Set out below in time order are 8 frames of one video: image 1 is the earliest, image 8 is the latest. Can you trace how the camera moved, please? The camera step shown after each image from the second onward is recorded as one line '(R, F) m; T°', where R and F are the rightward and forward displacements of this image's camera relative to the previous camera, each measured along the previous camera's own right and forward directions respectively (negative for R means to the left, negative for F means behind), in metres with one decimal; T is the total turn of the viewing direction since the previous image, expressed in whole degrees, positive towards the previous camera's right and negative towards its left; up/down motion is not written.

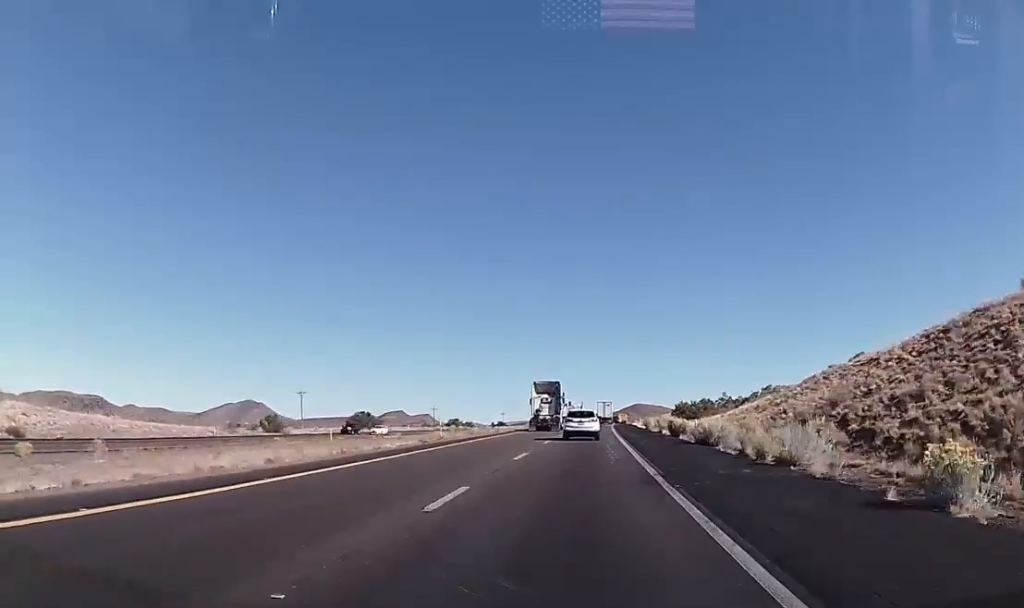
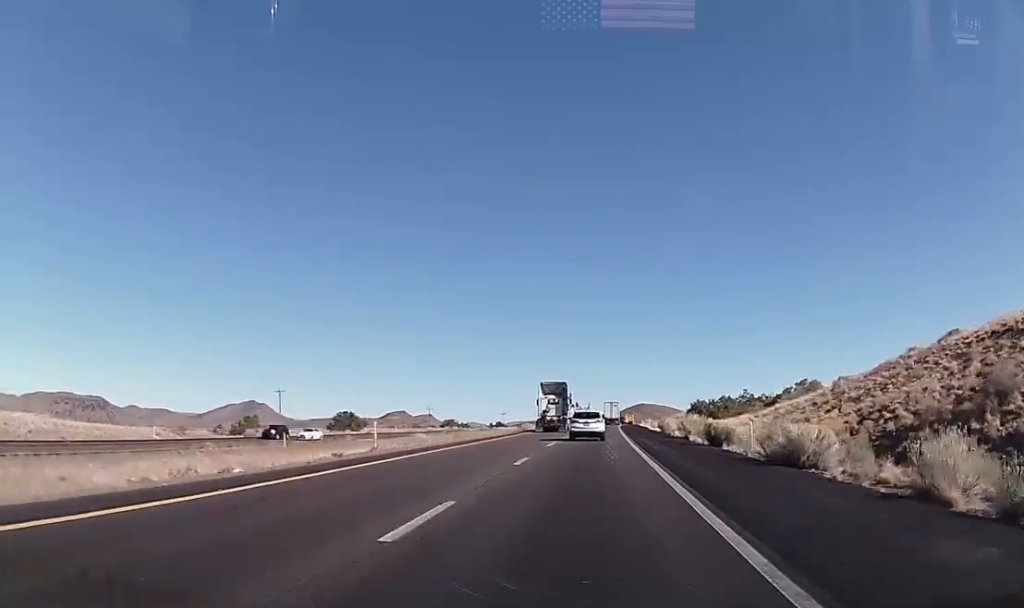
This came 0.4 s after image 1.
(+0.1, +14.4) m; 0°
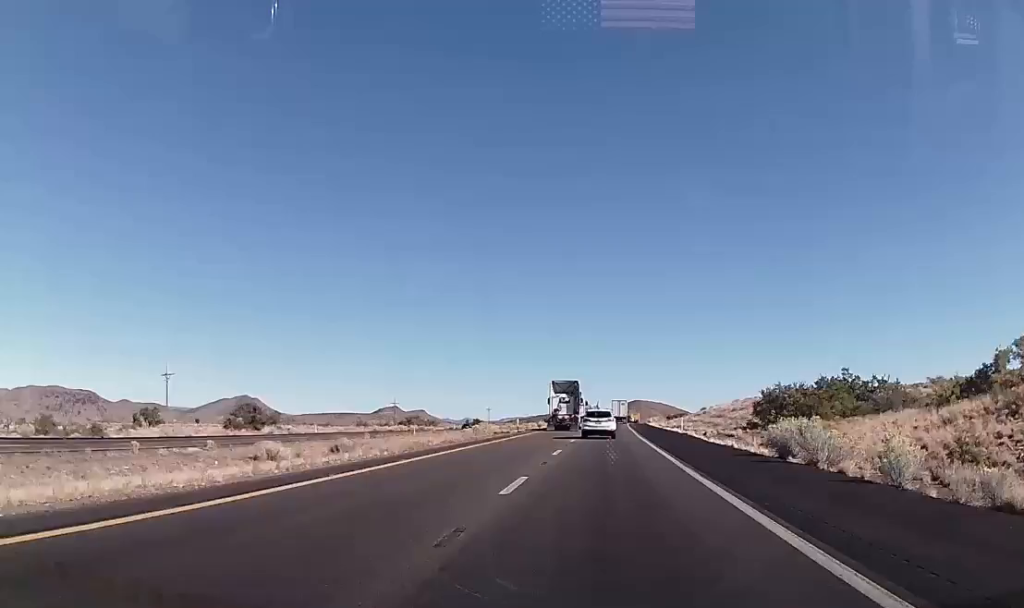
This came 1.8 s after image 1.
(-0.7, +44.5) m; -1°
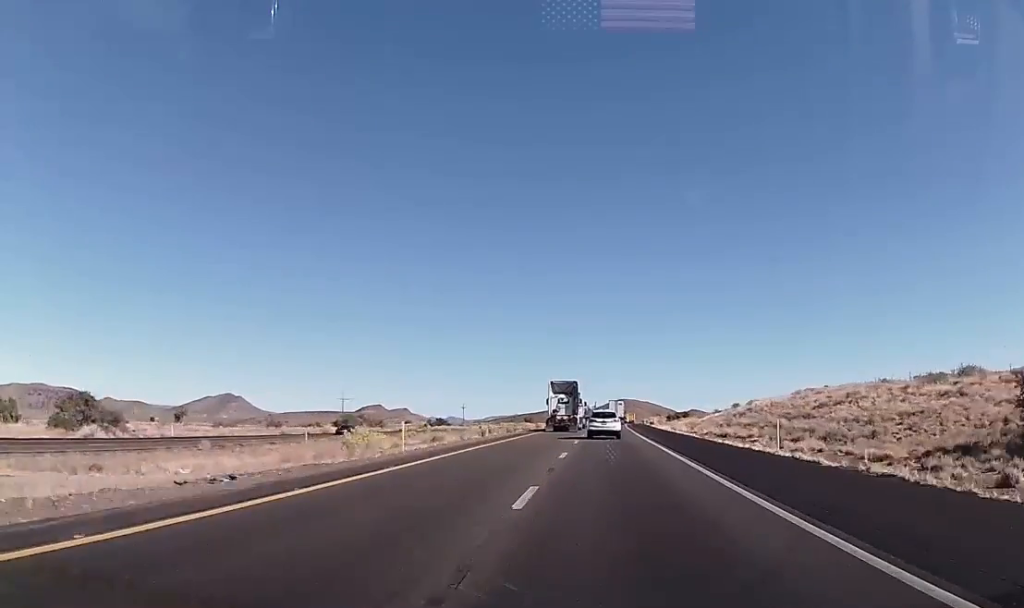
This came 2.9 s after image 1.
(+0.4, +38.9) m; +1°
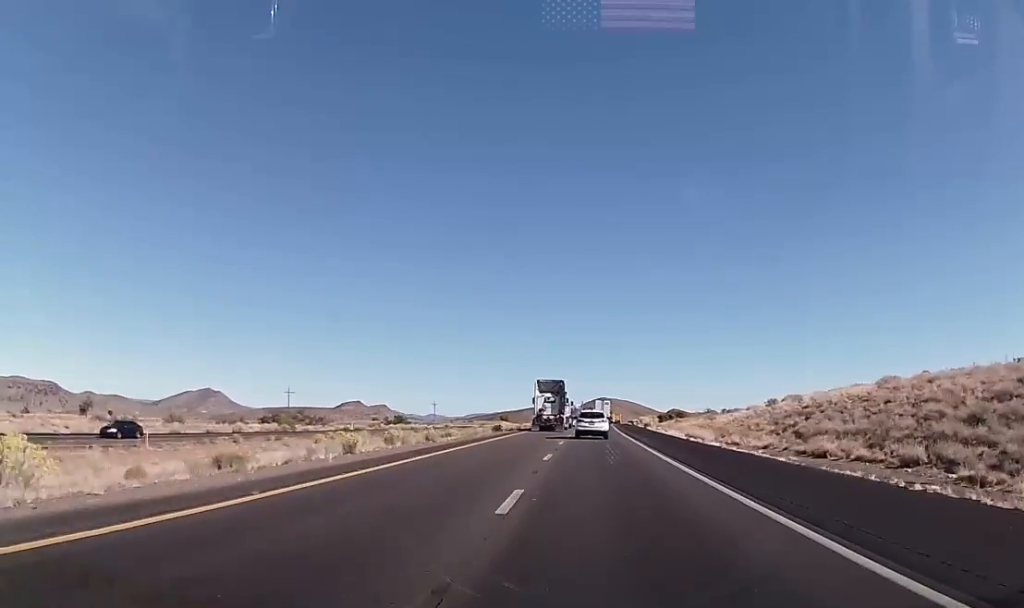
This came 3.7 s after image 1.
(+0.2, +25.5) m; 0°
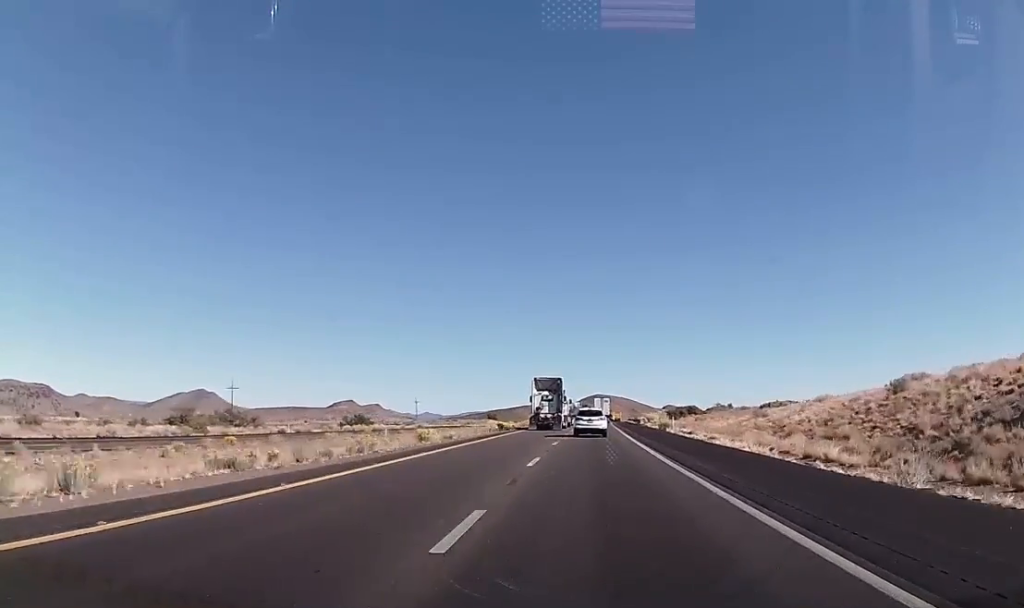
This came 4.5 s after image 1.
(0.0, +27.7) m; 0°
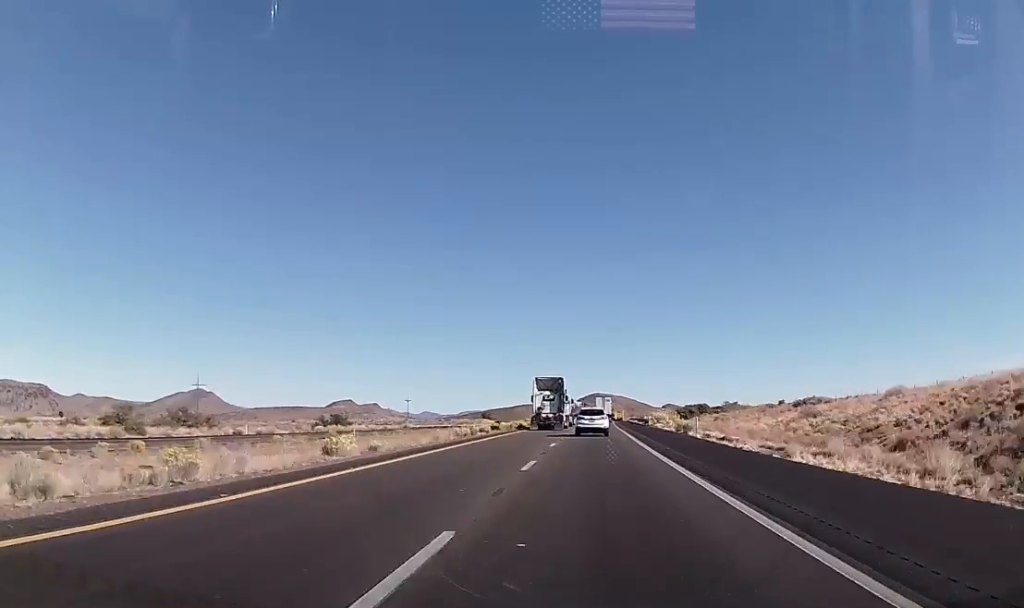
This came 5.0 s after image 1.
(0.0, +14.3) m; 0°
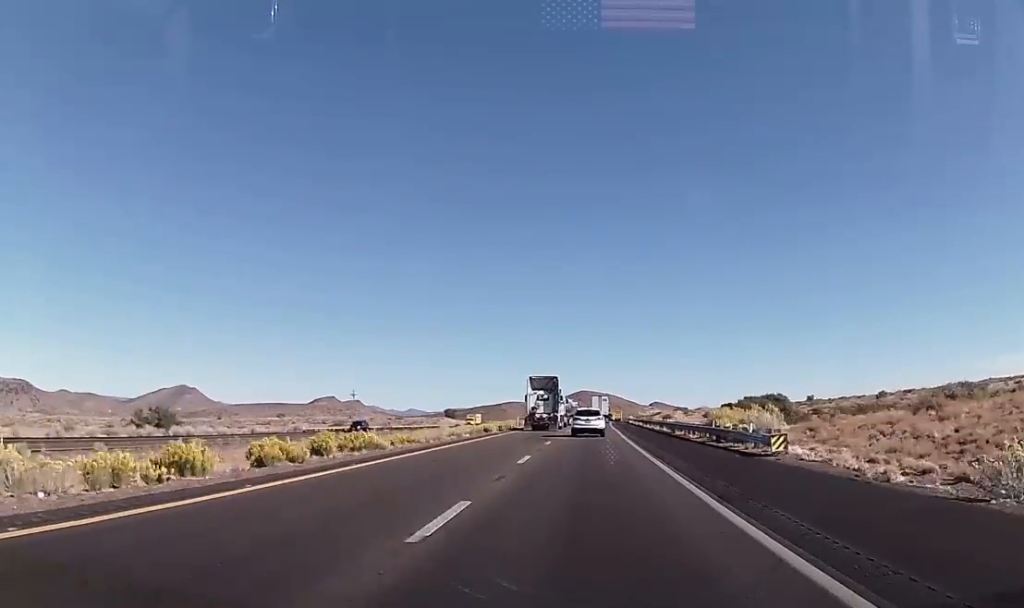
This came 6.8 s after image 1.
(+1.0, +58.8) m; +2°
